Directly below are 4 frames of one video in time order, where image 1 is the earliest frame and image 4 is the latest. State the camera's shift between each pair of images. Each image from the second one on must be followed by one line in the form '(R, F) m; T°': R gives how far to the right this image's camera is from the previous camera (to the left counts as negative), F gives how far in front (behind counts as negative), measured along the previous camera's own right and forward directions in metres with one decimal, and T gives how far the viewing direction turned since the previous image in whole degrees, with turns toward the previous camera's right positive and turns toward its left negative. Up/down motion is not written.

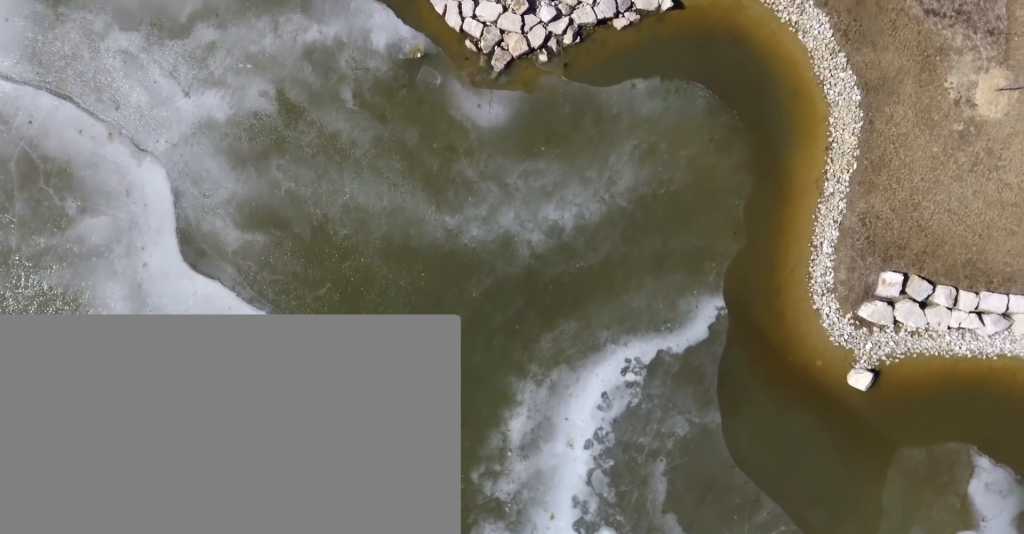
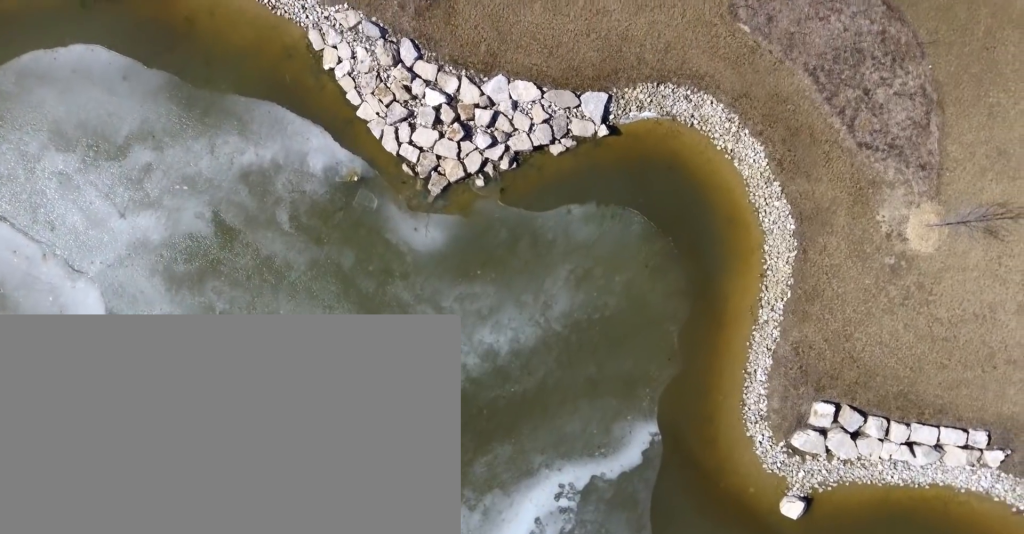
(+0.2, +5.4) m; -11°
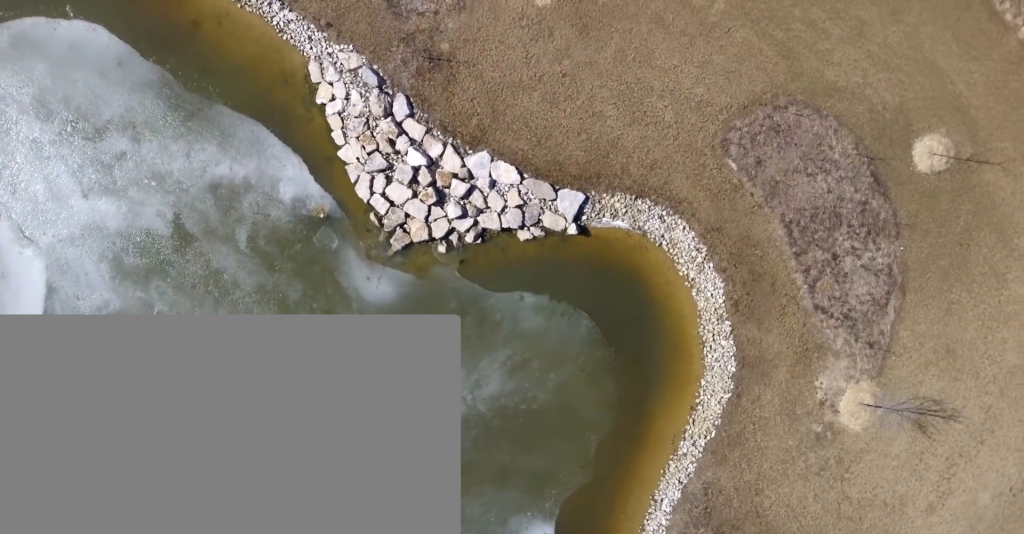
(-0.8, +2.6) m; -52°
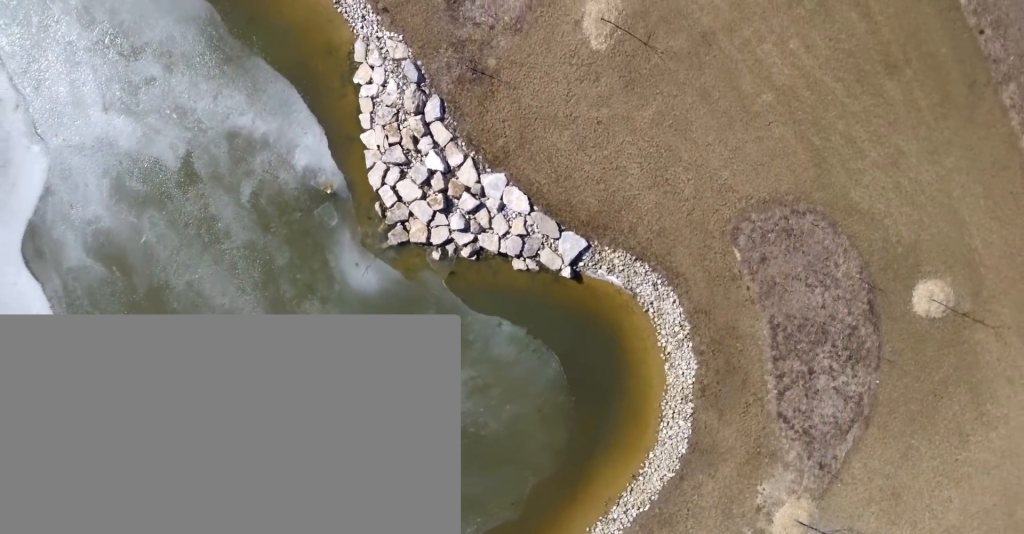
(-0.7, +1.2) m; -18°
